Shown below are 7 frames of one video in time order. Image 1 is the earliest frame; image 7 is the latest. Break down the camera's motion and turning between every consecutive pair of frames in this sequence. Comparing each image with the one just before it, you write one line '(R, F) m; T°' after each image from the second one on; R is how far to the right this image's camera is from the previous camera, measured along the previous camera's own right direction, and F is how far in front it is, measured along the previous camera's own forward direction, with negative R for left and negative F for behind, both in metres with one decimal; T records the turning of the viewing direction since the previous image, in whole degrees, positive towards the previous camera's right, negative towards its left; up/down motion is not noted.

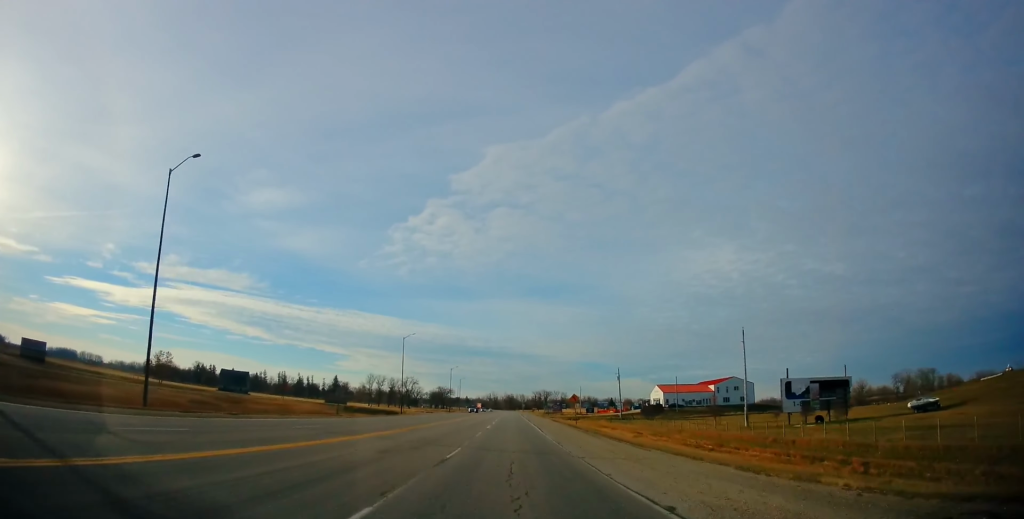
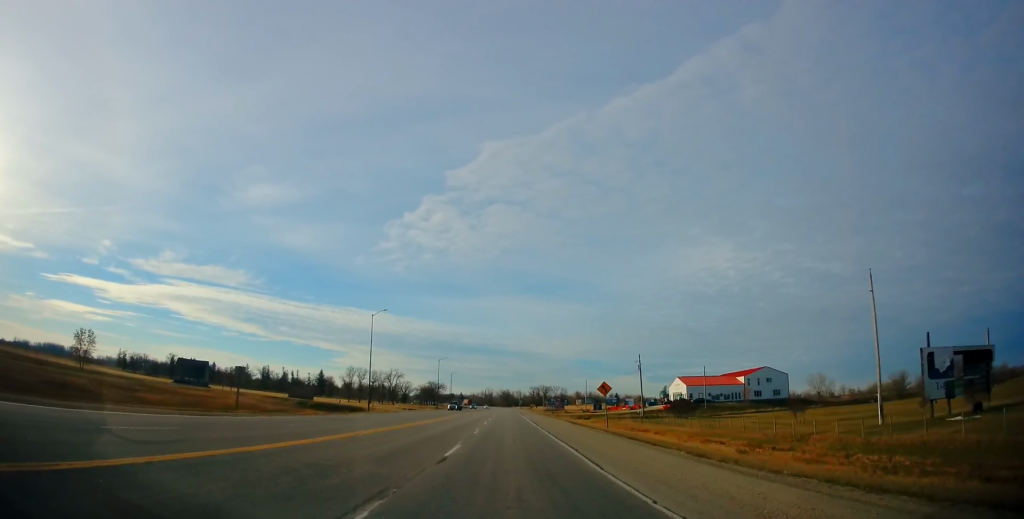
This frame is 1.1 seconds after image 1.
(0.0, +24.8) m; 0°
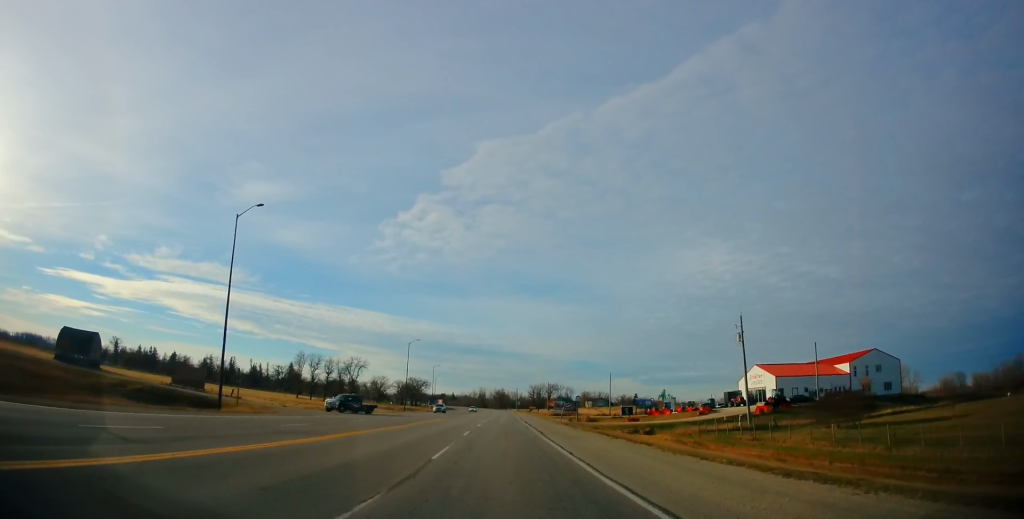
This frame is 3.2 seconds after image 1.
(+0.4, +48.6) m; +2°
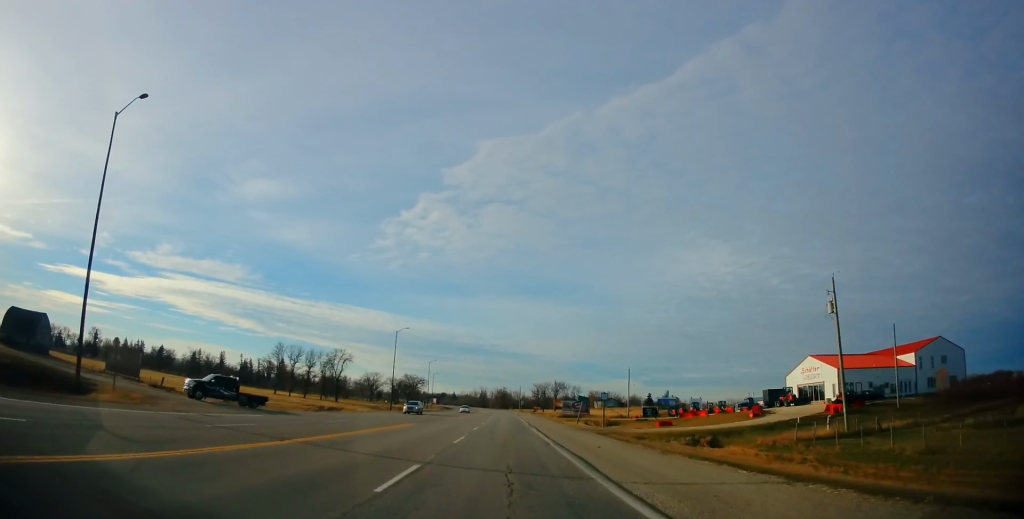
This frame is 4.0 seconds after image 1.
(+0.2, +18.0) m; 0°
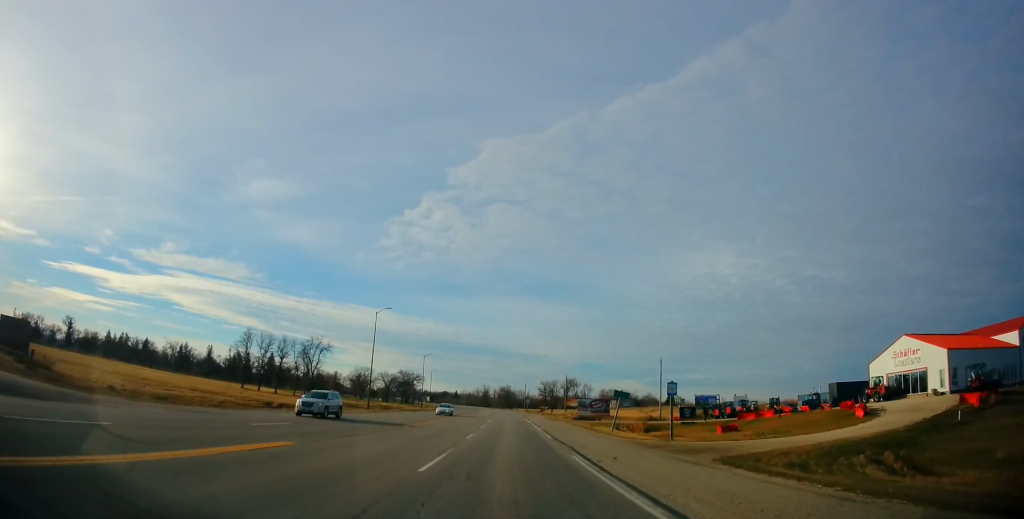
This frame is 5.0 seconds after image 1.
(-0.1, +21.4) m; -1°
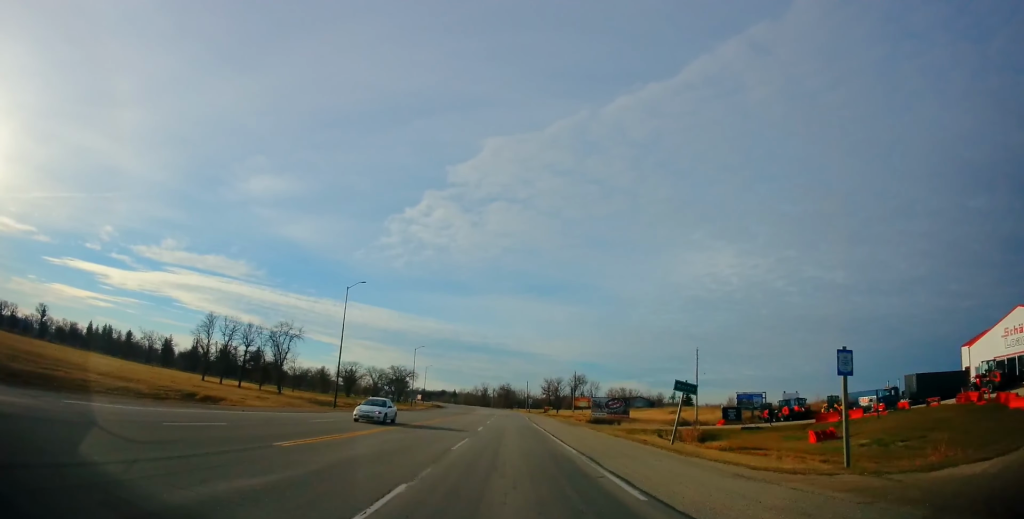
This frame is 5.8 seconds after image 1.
(-0.2, +18.0) m; 0°
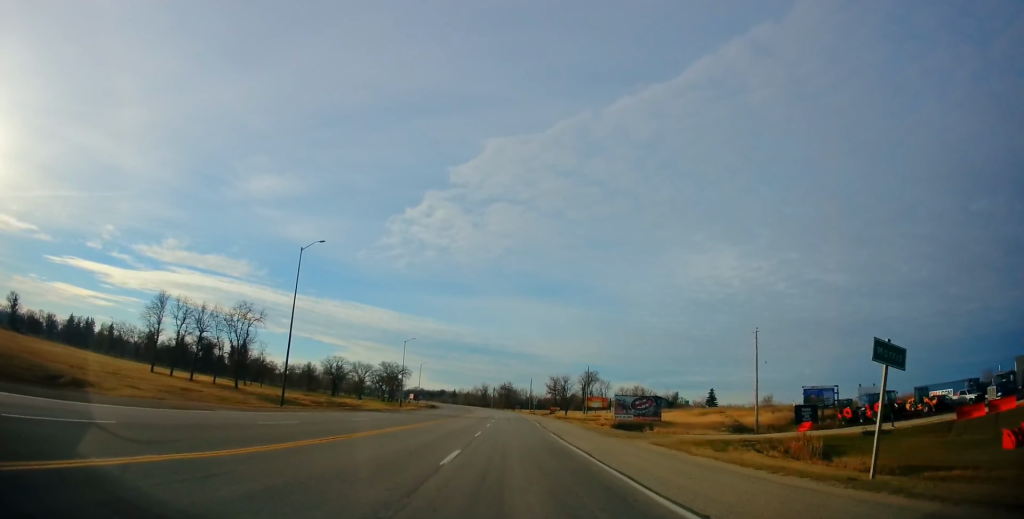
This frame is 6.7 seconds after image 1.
(0.0, +18.3) m; 0°
